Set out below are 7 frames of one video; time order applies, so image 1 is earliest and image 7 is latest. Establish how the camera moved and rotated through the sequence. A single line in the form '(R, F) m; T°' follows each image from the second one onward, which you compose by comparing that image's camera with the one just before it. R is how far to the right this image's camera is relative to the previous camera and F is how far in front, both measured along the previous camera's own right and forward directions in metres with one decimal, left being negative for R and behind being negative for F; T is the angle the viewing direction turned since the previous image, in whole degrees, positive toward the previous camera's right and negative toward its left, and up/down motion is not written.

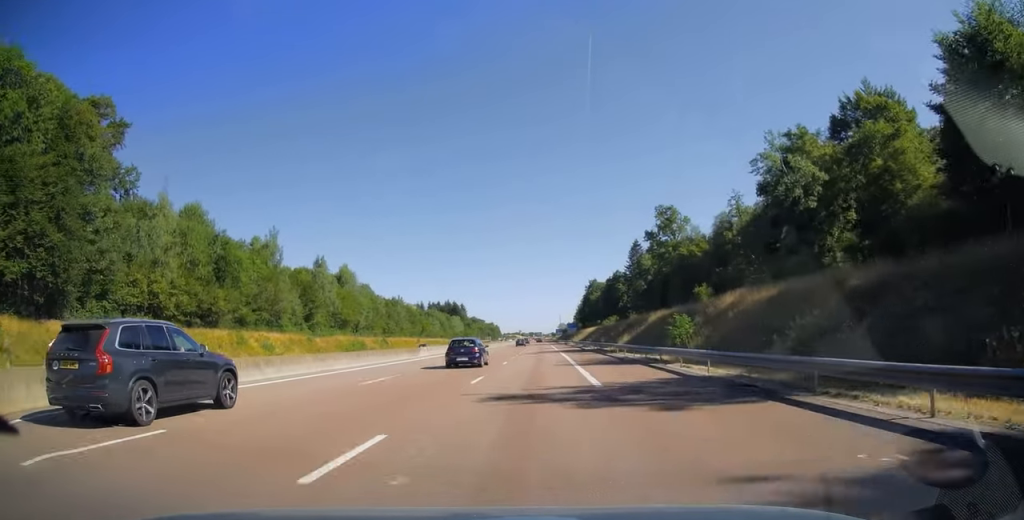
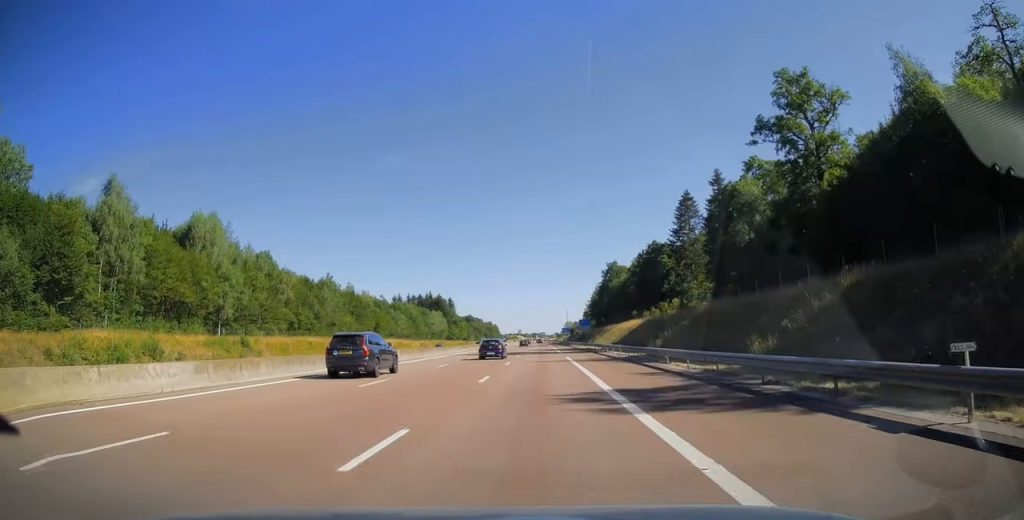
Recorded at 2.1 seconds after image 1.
(-0.3, +64.8) m; 0°
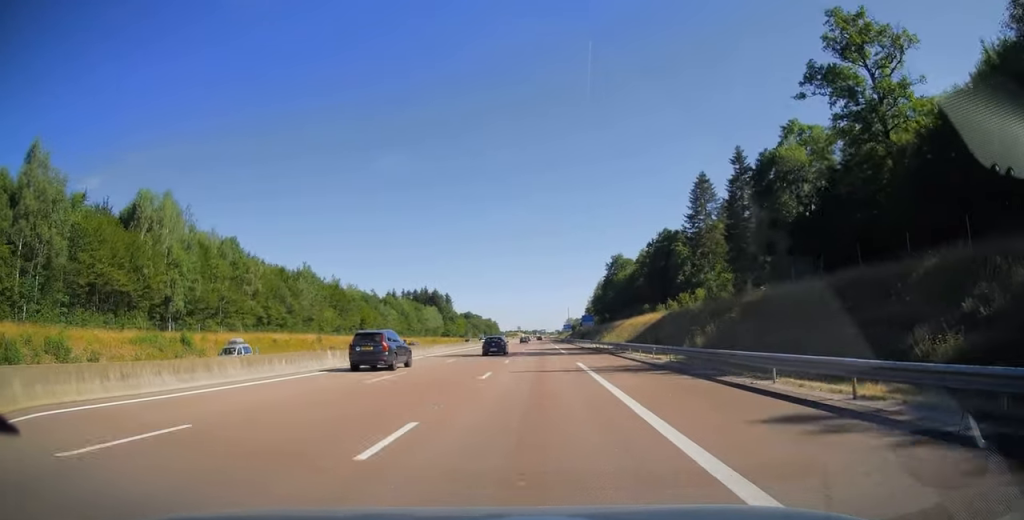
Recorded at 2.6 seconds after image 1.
(0.0, +12.6) m; 0°
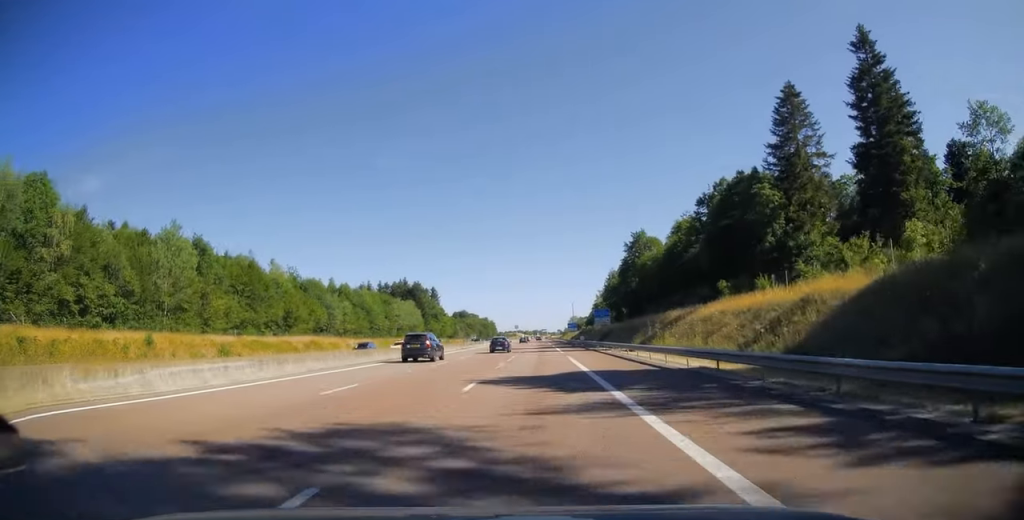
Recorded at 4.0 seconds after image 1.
(-0.2, +43.5) m; 0°
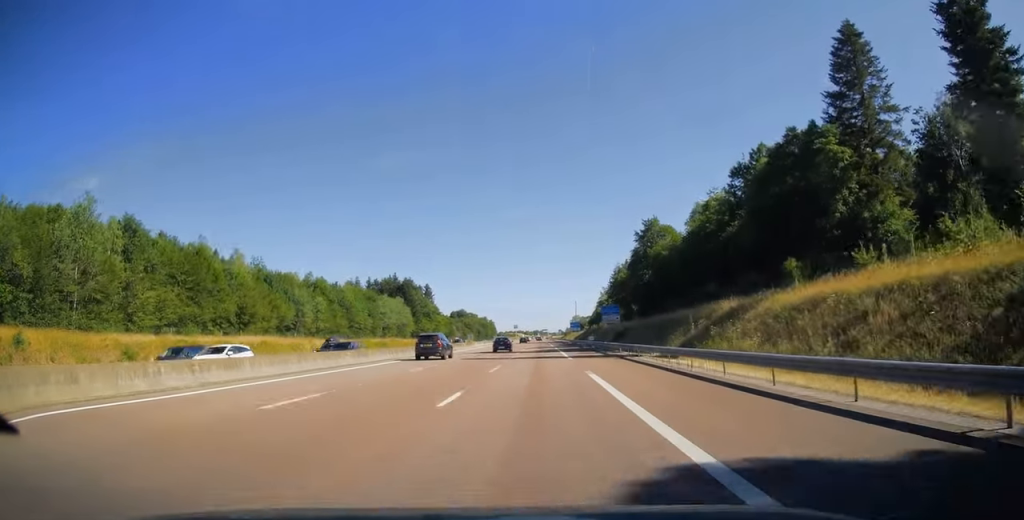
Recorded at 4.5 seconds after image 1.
(0.0, +16.7) m; 0°
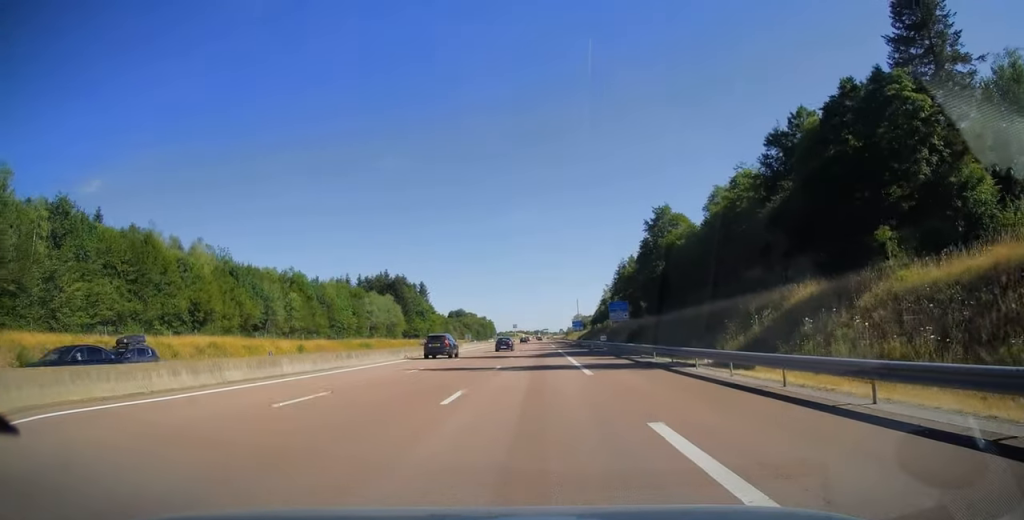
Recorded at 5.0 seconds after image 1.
(0.0, +12.7) m; 0°
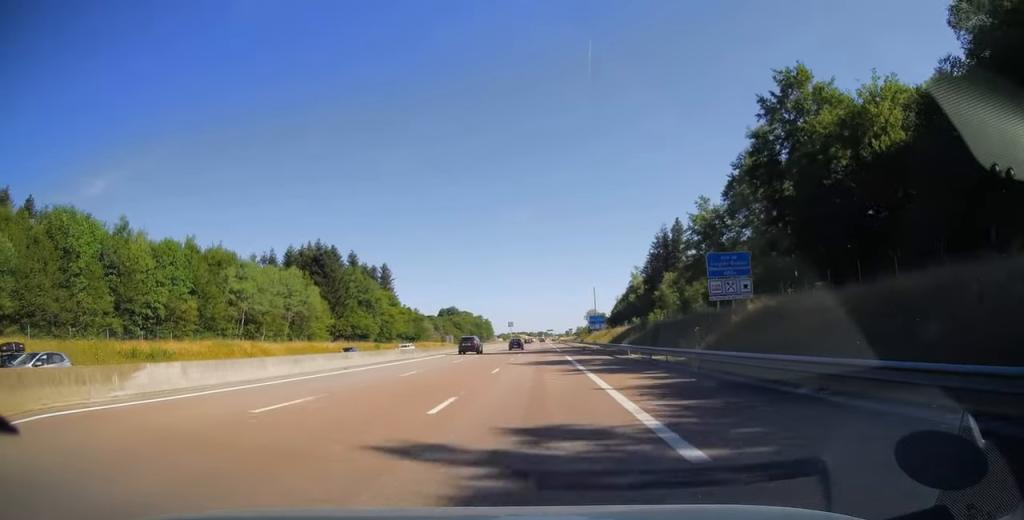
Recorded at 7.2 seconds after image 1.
(-0.2, +66.8) m; -1°
